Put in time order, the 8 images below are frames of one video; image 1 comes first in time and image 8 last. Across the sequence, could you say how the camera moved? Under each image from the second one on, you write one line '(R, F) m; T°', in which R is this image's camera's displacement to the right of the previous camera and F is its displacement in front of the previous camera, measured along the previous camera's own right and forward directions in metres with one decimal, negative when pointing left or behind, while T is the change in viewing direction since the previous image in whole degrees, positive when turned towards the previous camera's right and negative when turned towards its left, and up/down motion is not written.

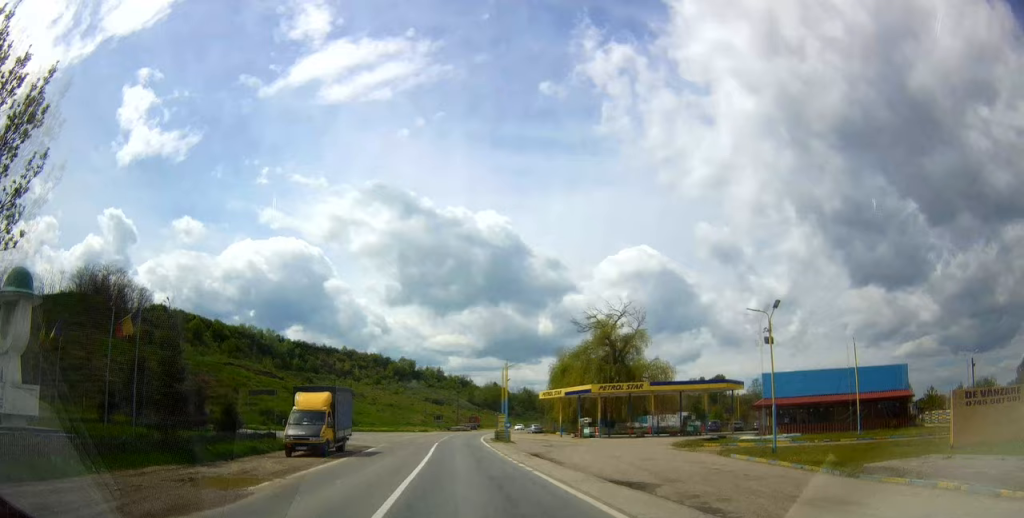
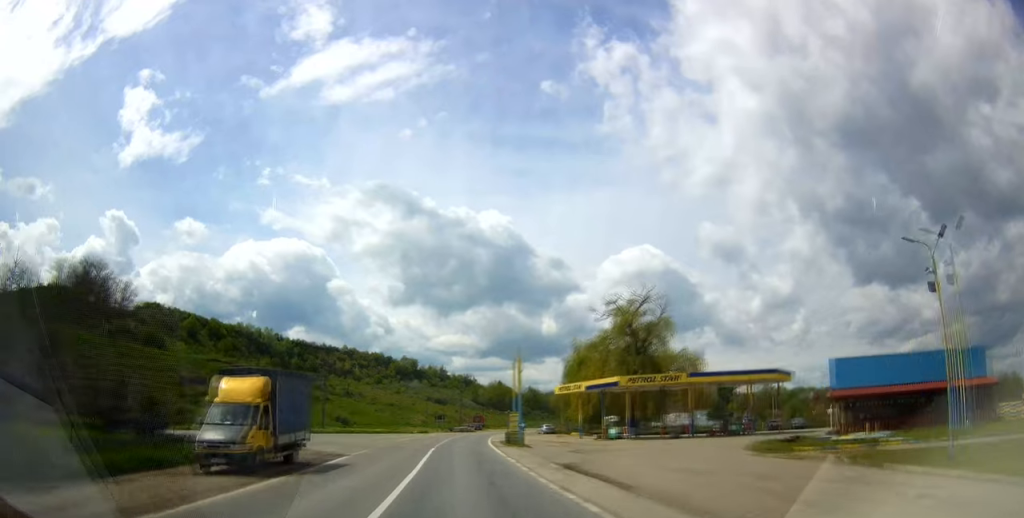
(-0.3, +9.5) m; -5°
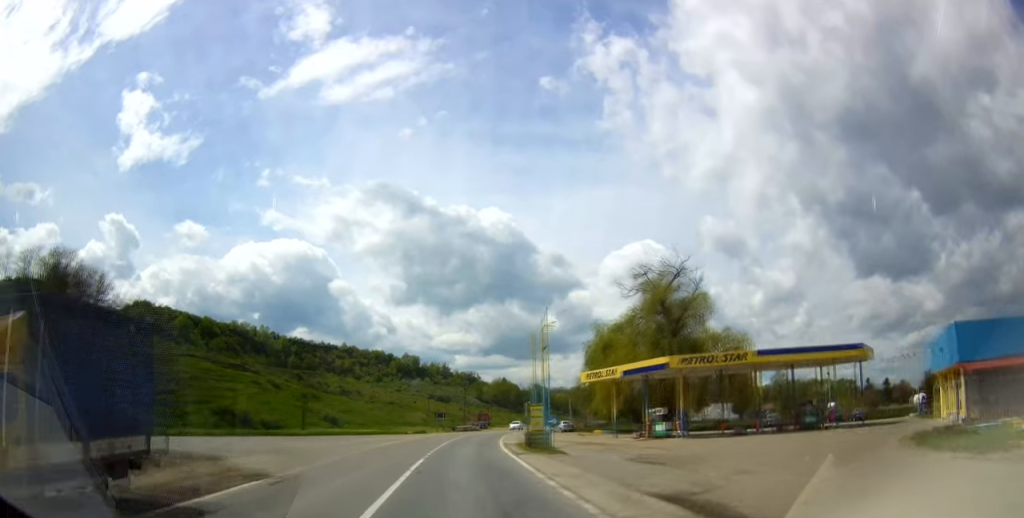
(-0.8, +11.8) m; -3°
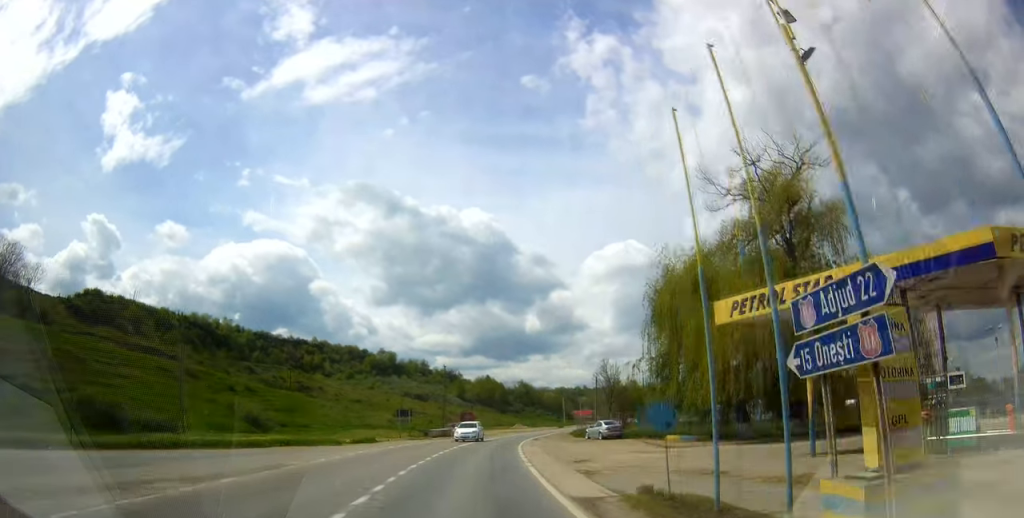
(-0.9, +28.2) m; -2°
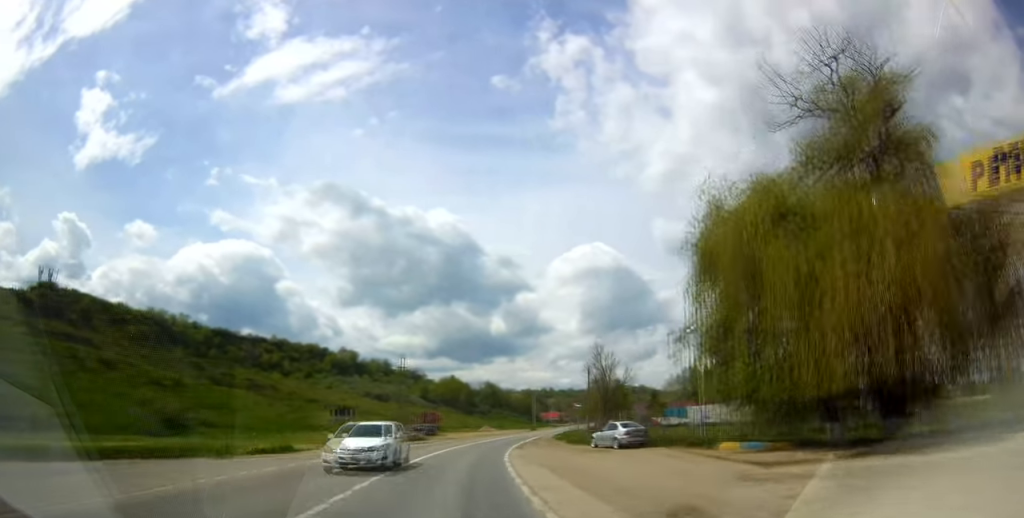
(-0.2, +12.7) m; +1°
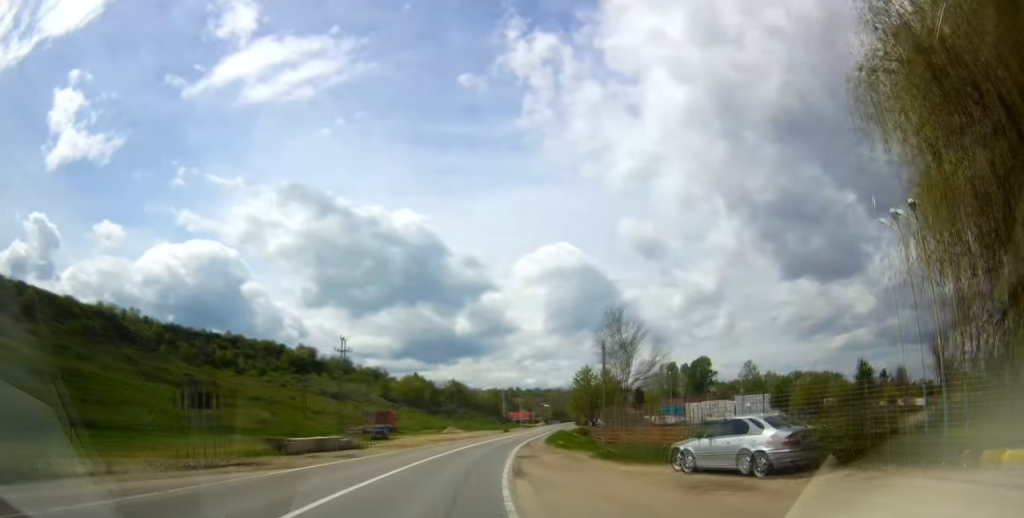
(+0.4, +17.5) m; +4°
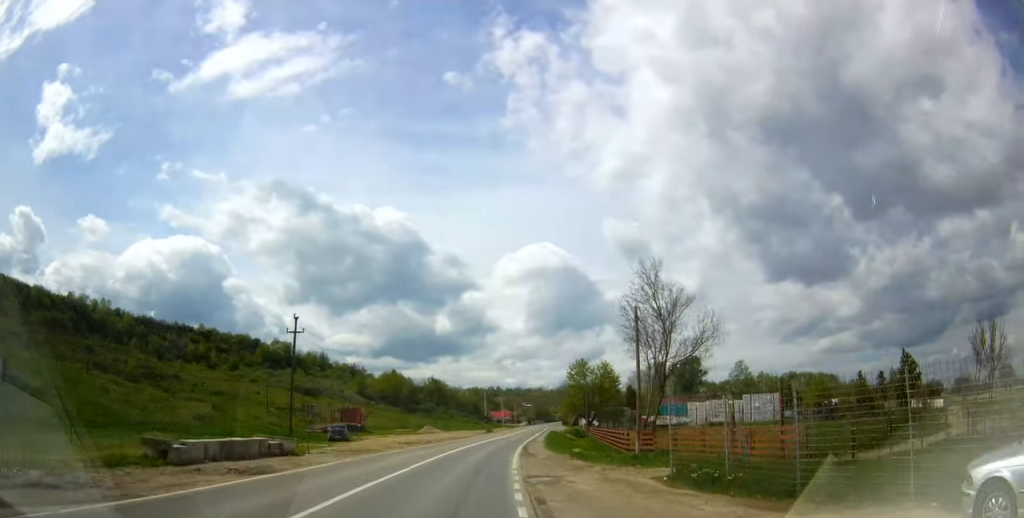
(+0.5, +10.9) m; +2°
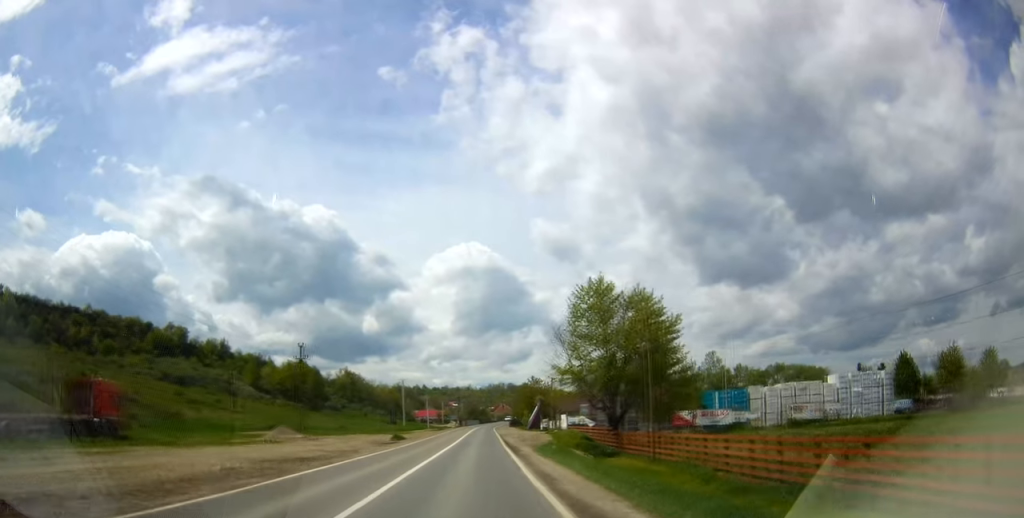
(+3.2, +45.6) m; +7°
